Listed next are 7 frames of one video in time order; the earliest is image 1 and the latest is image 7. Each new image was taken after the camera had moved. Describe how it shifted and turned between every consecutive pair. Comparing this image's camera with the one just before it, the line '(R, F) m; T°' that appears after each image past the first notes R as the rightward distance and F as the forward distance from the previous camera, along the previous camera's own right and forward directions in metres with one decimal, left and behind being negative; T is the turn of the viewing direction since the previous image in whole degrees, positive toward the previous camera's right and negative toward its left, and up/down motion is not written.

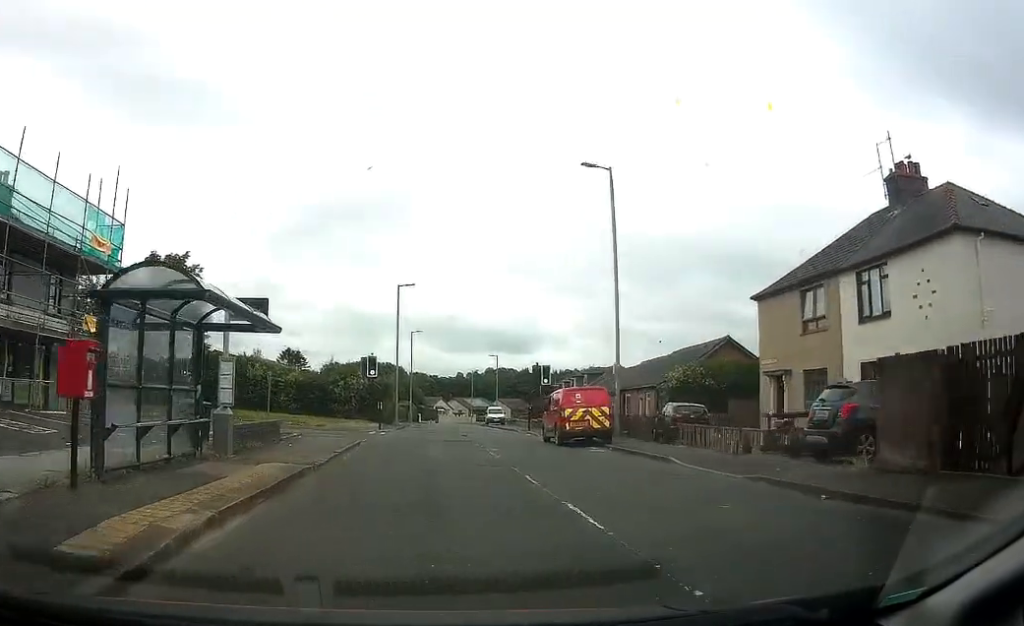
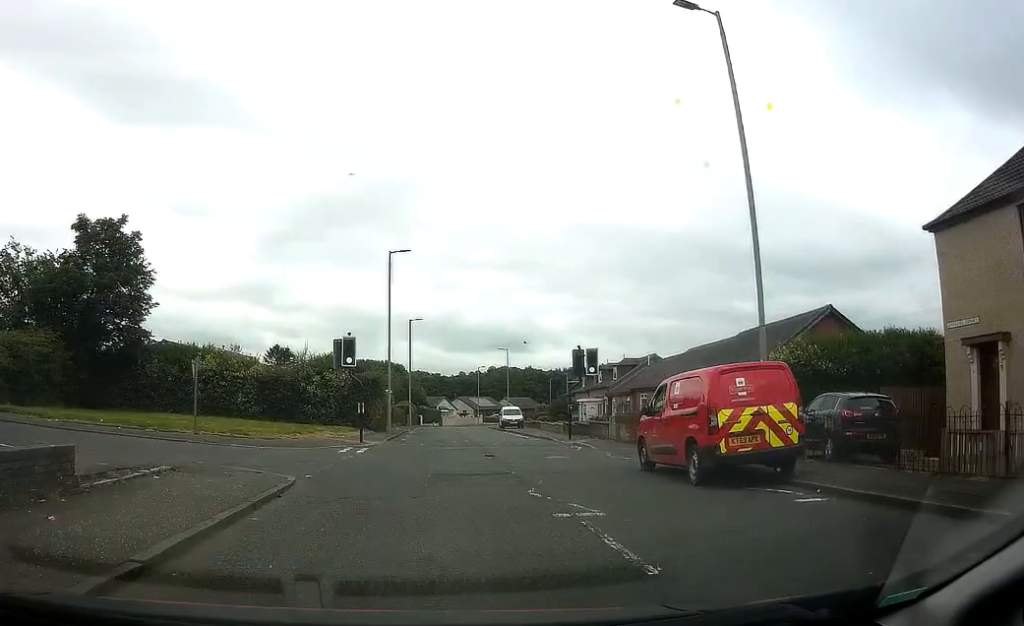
(0.0, +12.0) m; -2°
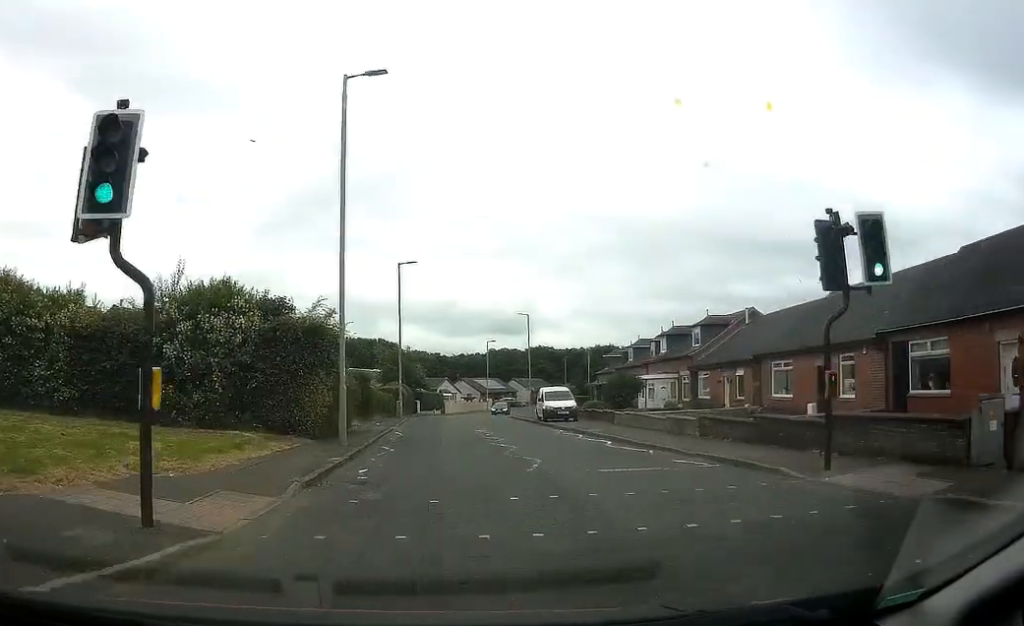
(-0.3, +20.7) m; -1°
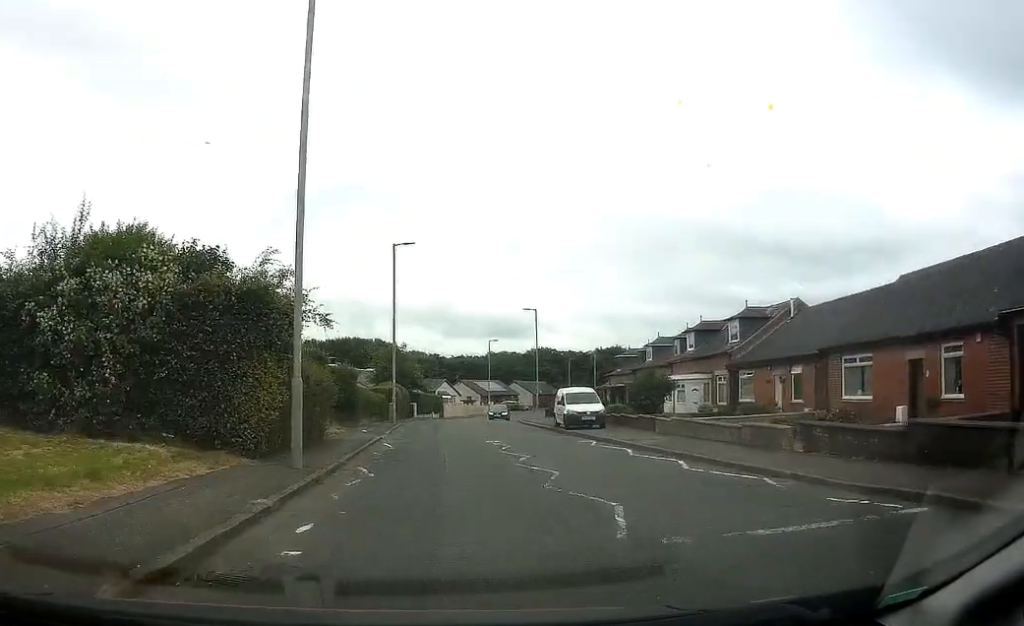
(0.0, +6.3) m; 0°
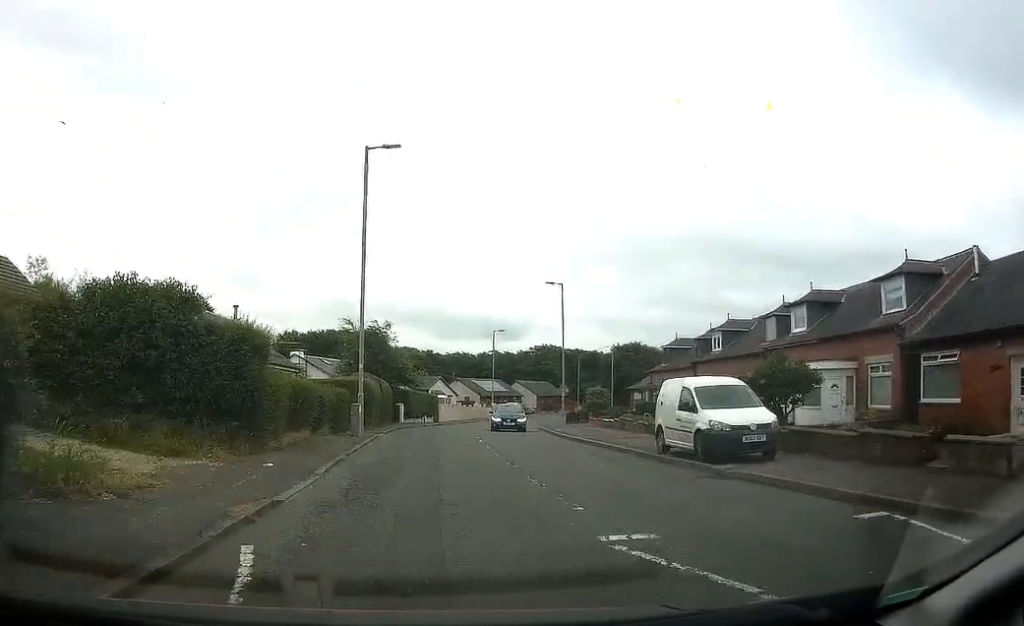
(+0.1, +16.1) m; 0°
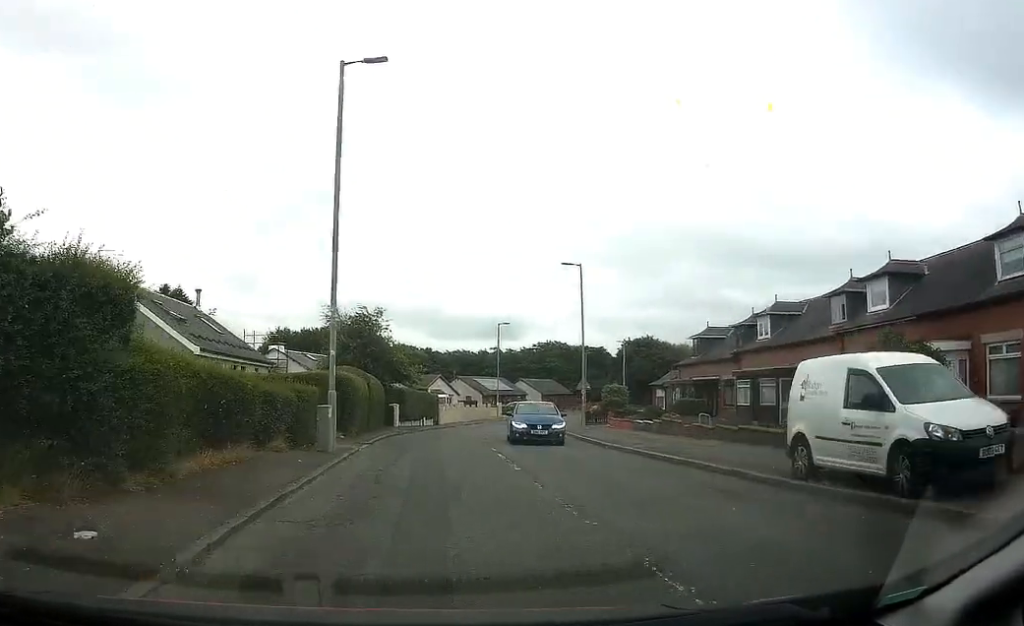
(0.0, +6.7) m; 0°
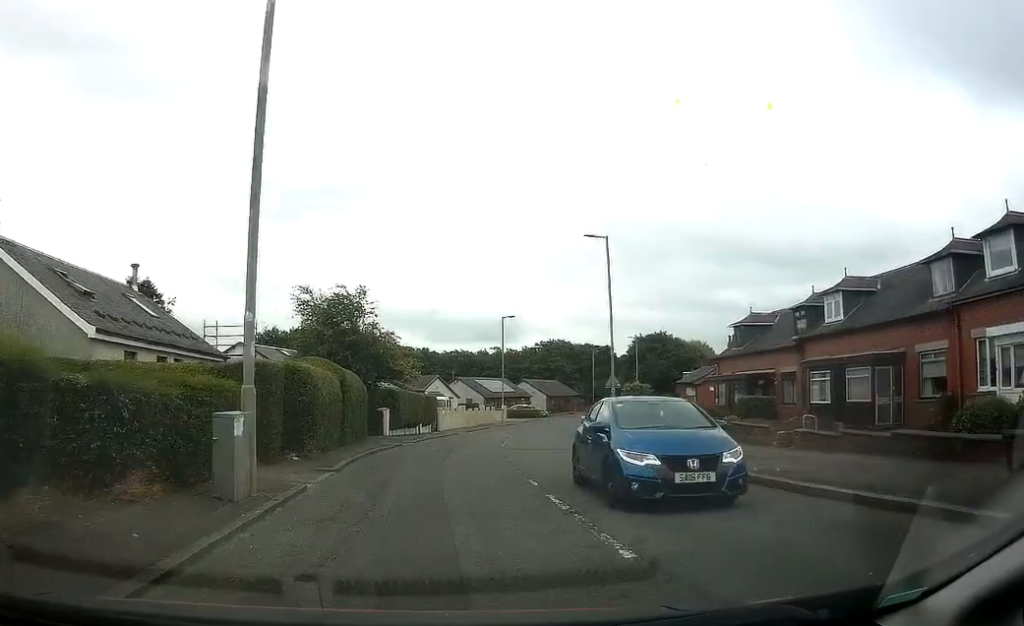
(0.0, +7.8) m; +1°
